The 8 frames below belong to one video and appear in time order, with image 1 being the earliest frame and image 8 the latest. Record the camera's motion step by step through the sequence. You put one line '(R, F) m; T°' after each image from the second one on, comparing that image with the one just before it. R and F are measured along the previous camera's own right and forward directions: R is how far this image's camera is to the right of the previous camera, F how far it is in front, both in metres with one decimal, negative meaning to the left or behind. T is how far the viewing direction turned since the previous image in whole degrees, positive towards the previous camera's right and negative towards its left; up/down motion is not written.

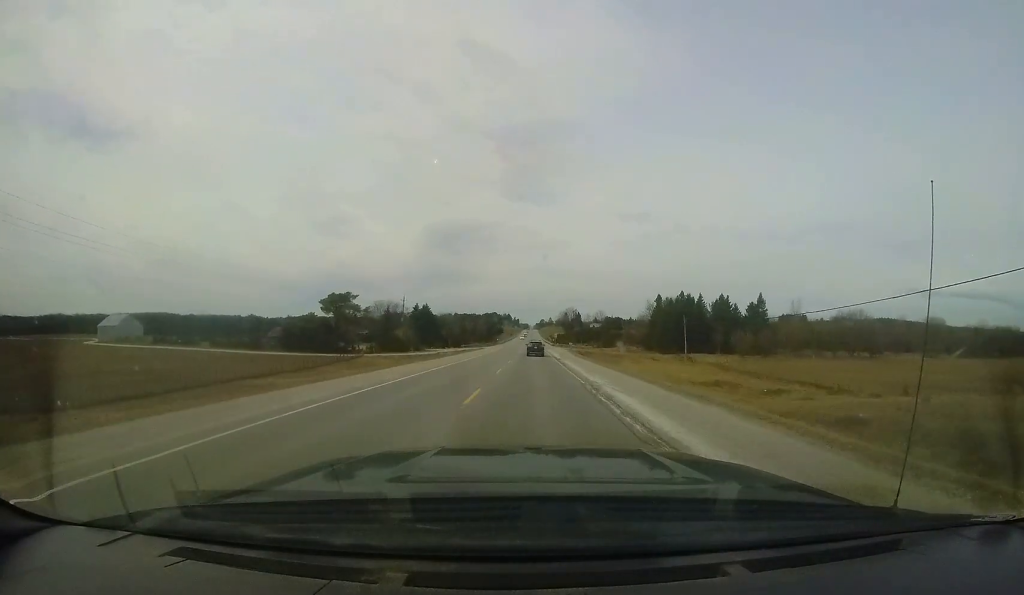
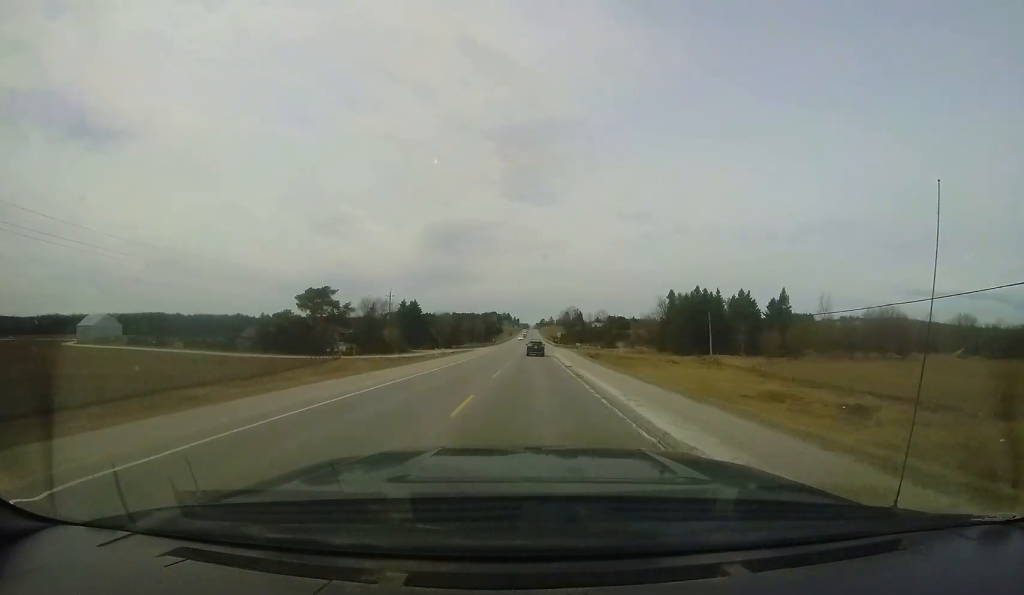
(+0.1, +10.3) m; 0°
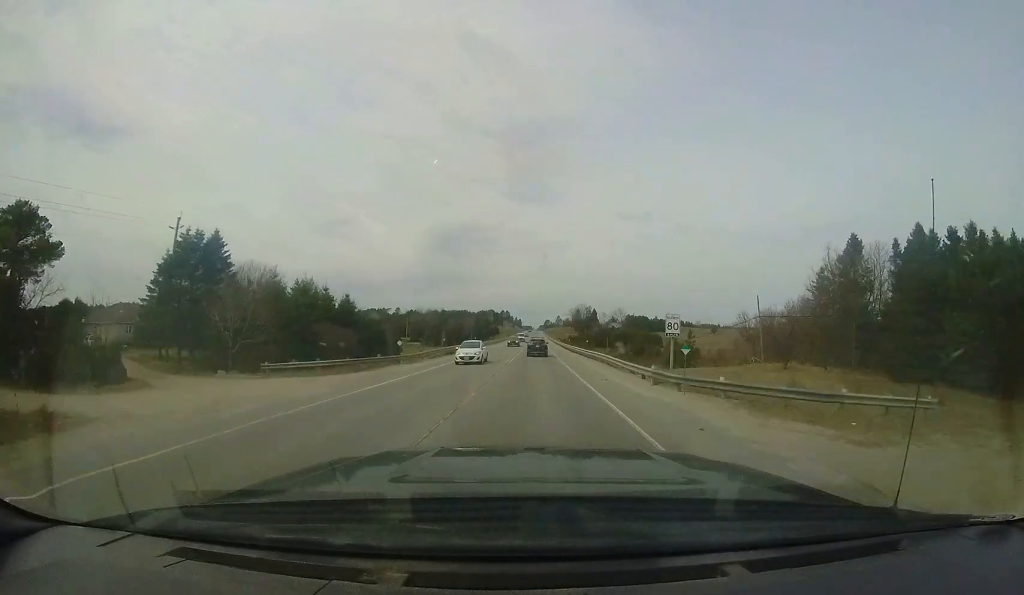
(-0.3, +60.9) m; -1°
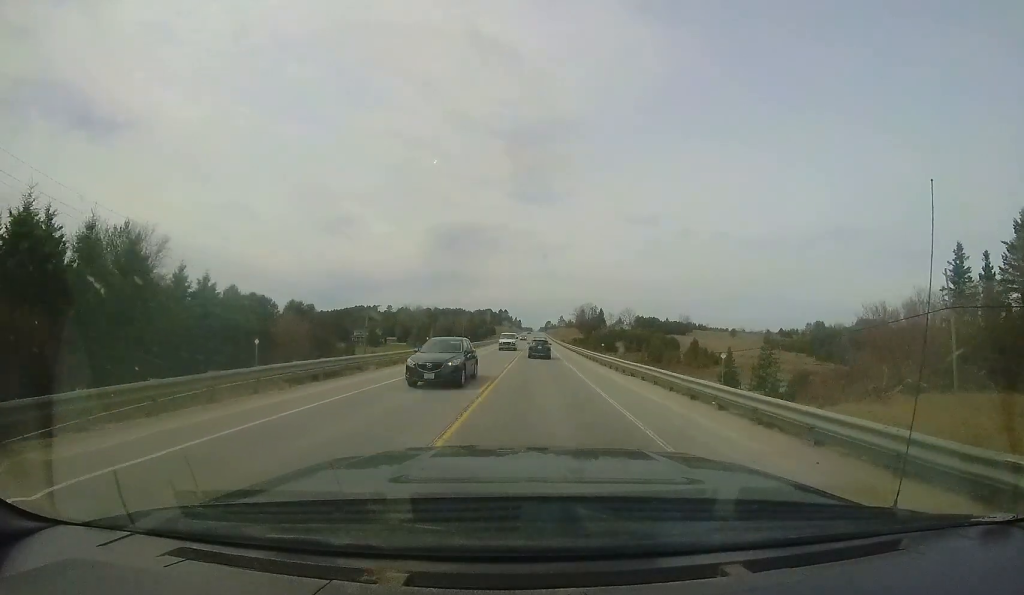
(0.0, +25.4) m; 0°
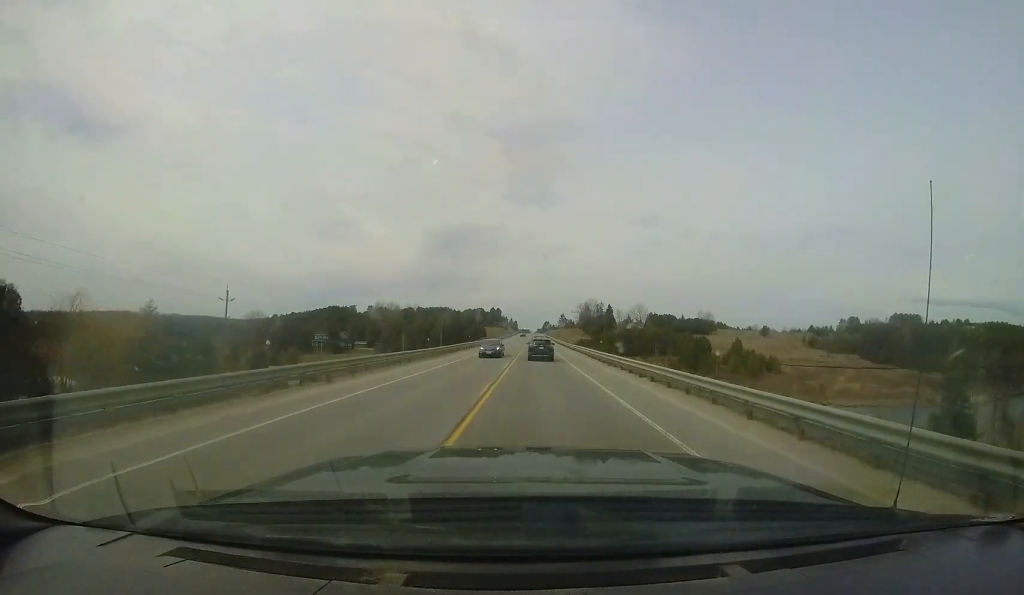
(-0.1, +37.4) m; +1°
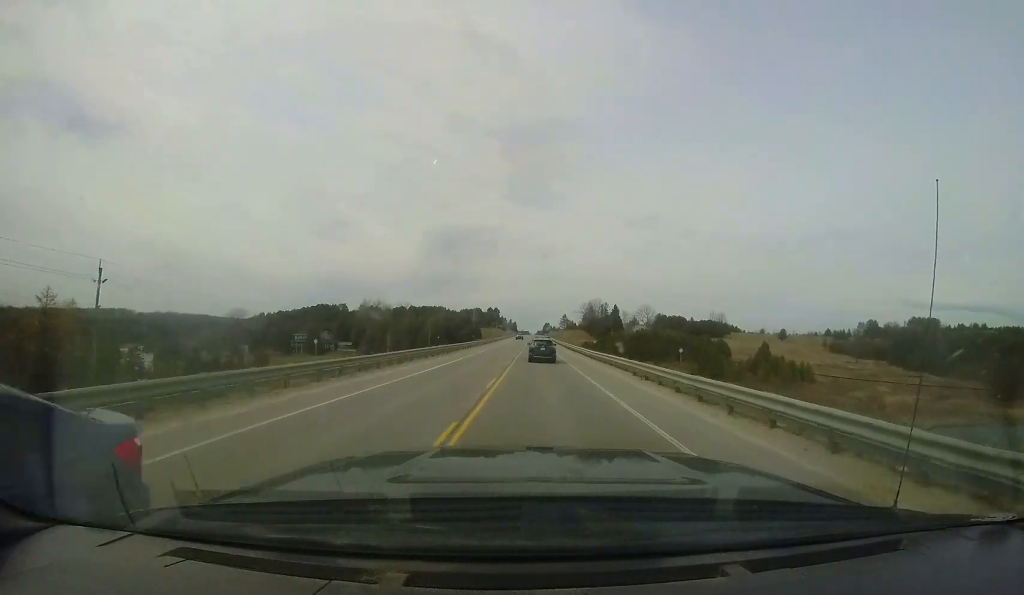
(+0.3, +16.5) m; +1°
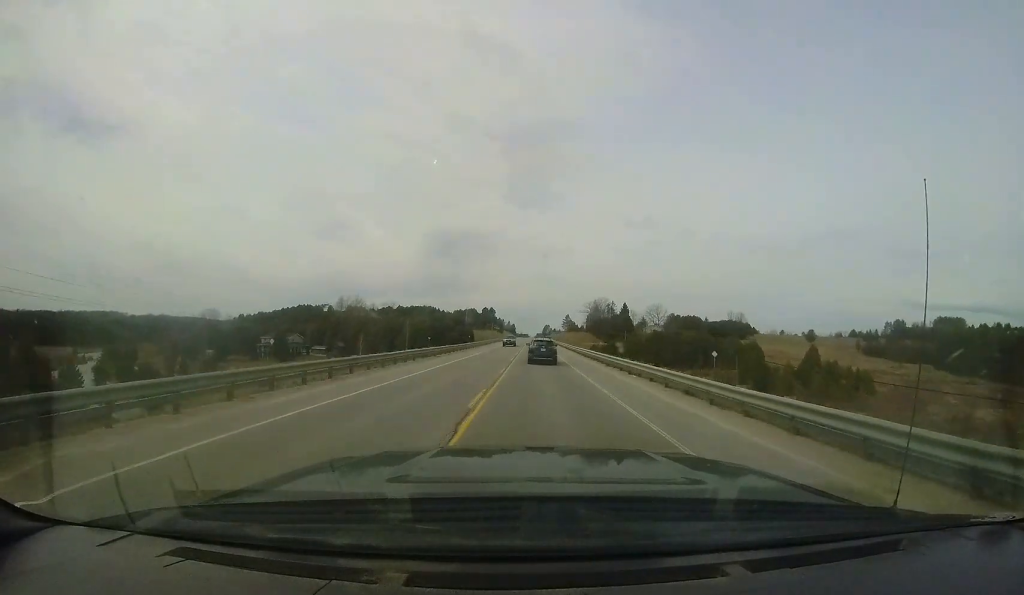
(+0.3, +22.2) m; +1°
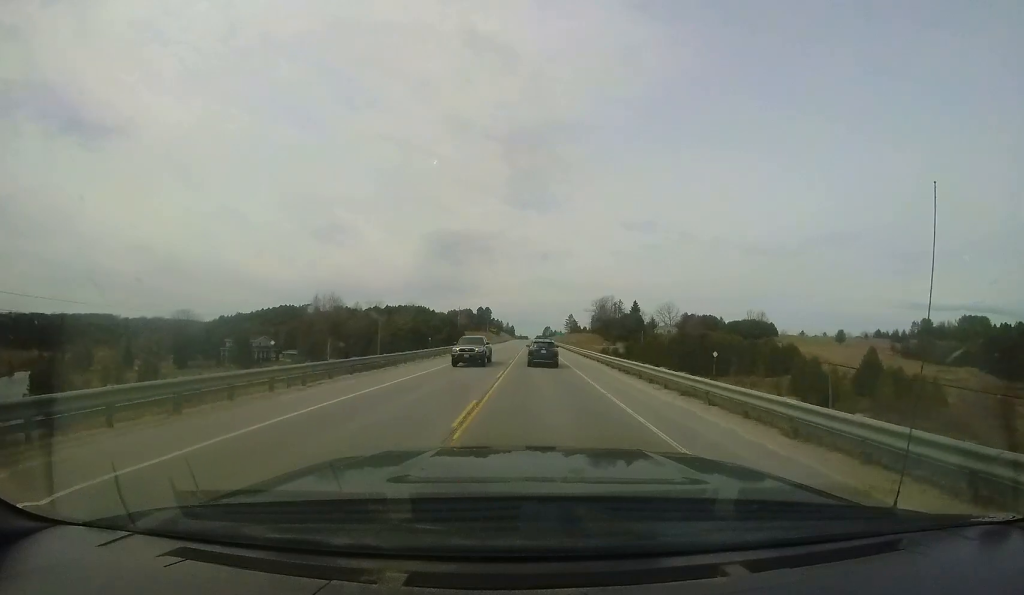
(+0.1, +19.1) m; 0°
